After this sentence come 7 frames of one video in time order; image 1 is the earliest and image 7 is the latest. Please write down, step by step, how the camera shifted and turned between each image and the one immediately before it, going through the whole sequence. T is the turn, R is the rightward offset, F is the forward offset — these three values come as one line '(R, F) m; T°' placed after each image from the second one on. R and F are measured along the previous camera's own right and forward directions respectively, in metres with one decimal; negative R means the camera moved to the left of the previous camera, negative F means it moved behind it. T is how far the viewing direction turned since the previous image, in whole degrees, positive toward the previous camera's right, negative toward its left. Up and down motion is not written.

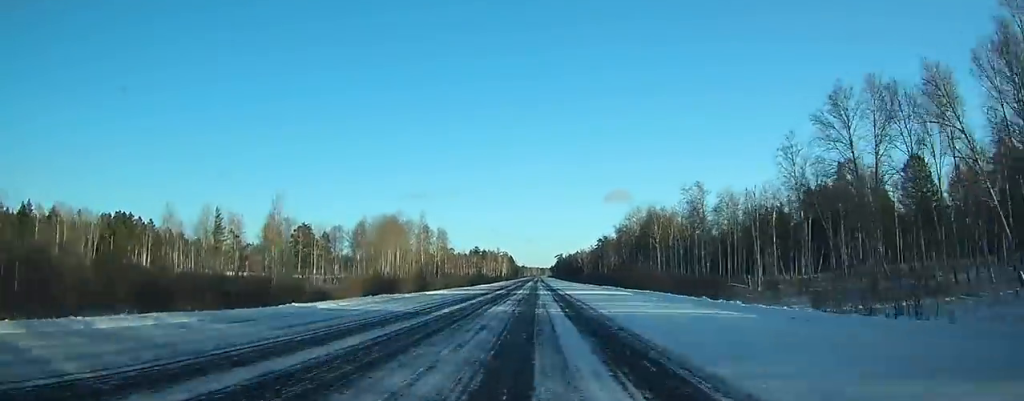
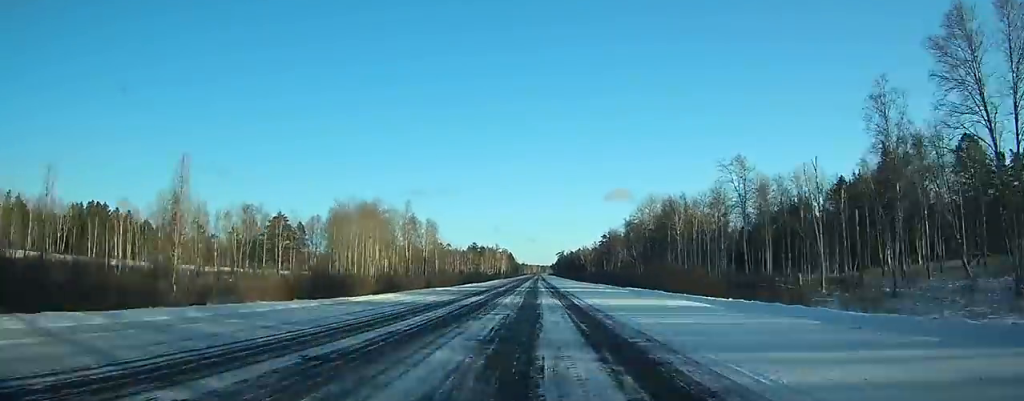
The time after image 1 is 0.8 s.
(+1.4, +20.0) m; -2°
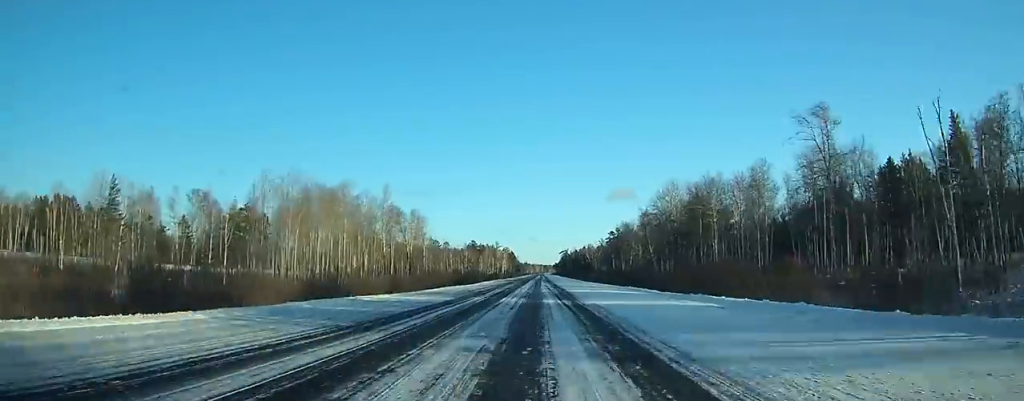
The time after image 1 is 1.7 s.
(+3.2, +23.2) m; -3°
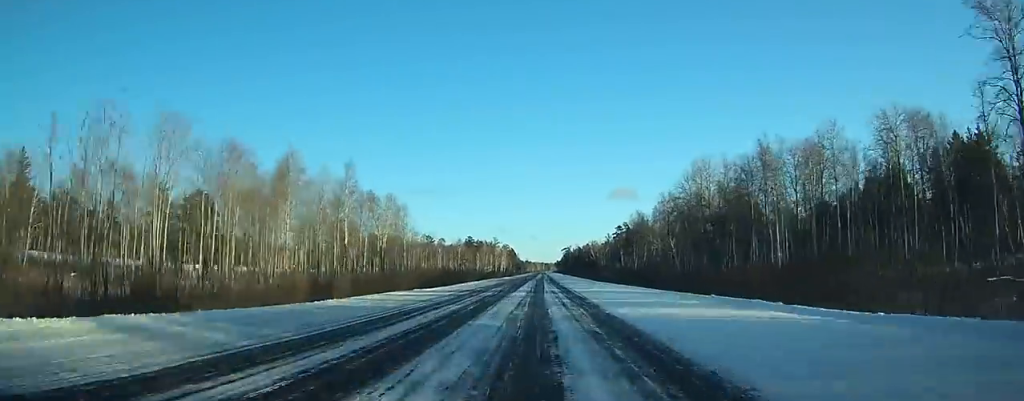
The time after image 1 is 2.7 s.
(-1.4, +24.4) m; -3°
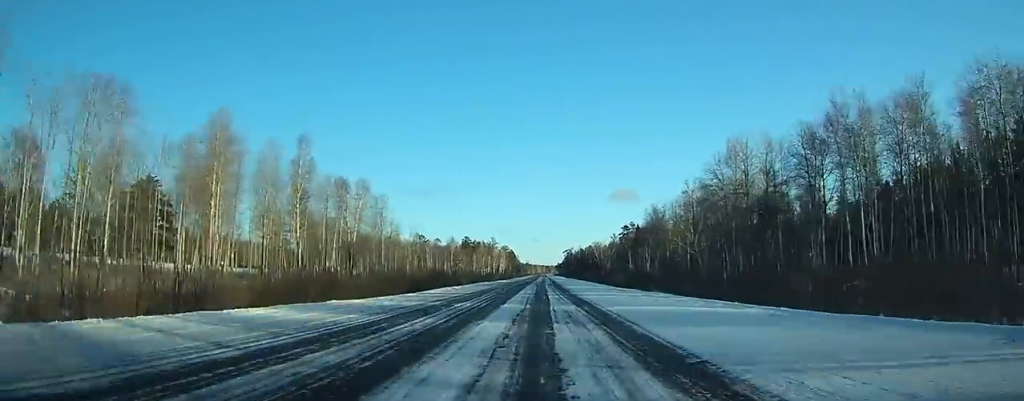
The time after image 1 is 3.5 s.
(-3.6, +19.6) m; -3°
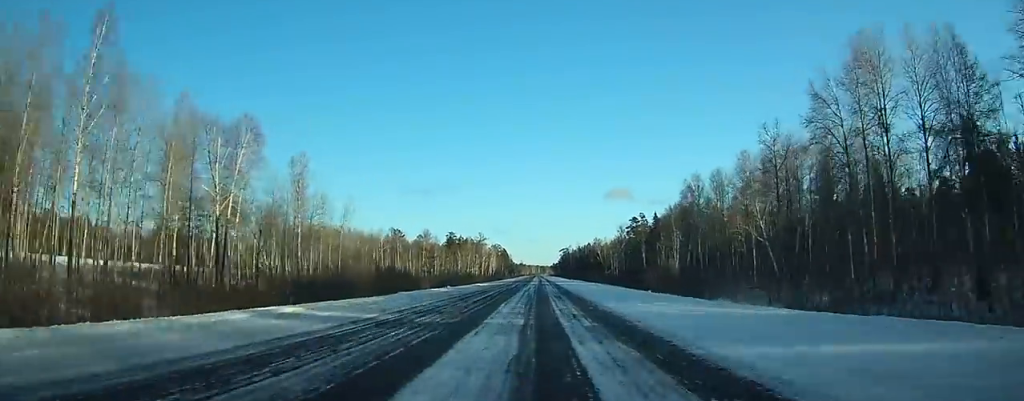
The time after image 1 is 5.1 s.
(-0.5, +39.4) m; +1°
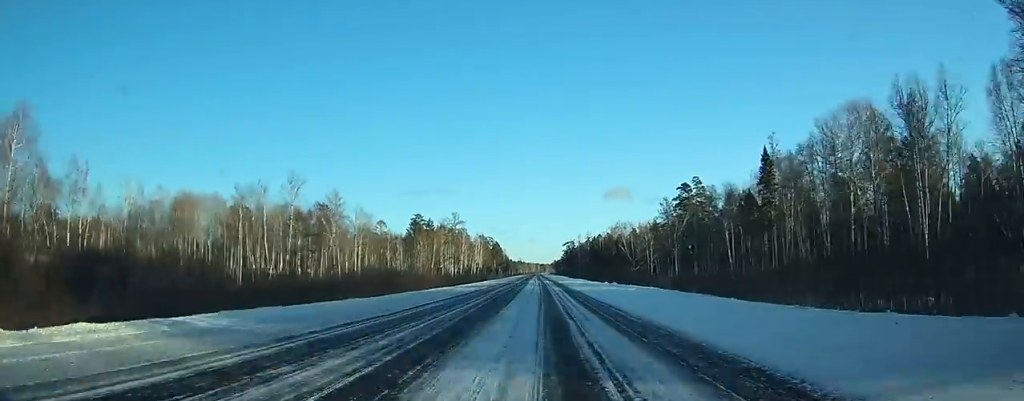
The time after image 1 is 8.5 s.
(+4.5, +83.8) m; +3°
